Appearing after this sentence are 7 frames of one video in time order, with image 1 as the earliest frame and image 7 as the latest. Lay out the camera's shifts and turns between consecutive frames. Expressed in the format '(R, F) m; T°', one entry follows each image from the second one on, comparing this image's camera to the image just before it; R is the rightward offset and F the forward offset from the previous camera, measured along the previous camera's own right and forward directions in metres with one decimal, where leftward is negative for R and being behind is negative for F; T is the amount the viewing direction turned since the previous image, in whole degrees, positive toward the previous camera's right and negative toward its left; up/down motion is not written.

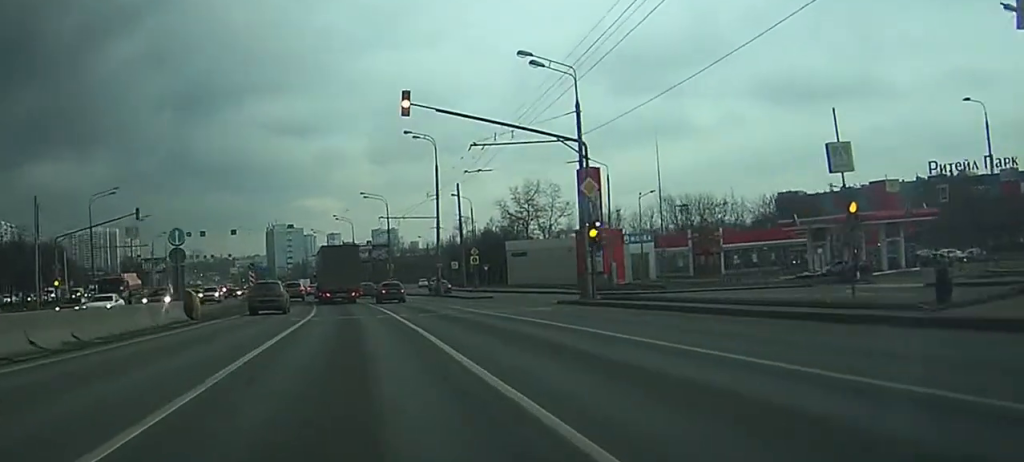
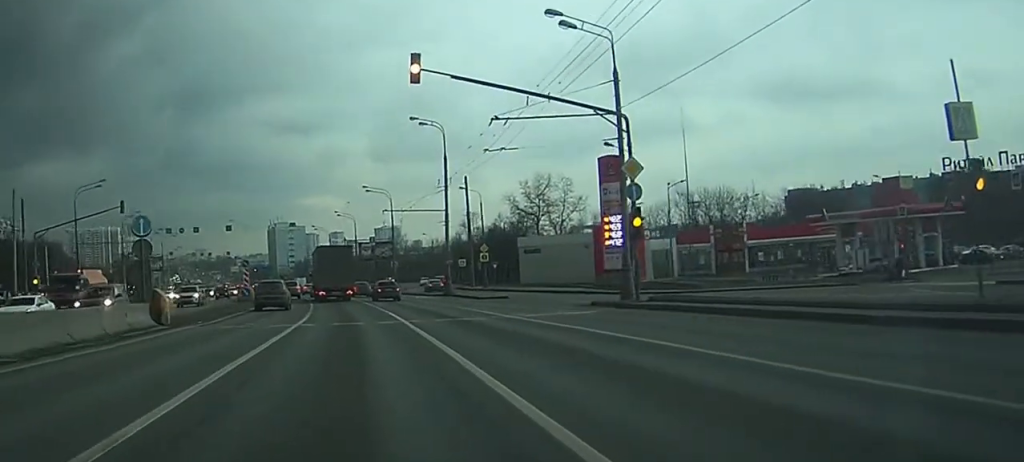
(-0.1, +6.4) m; -1°
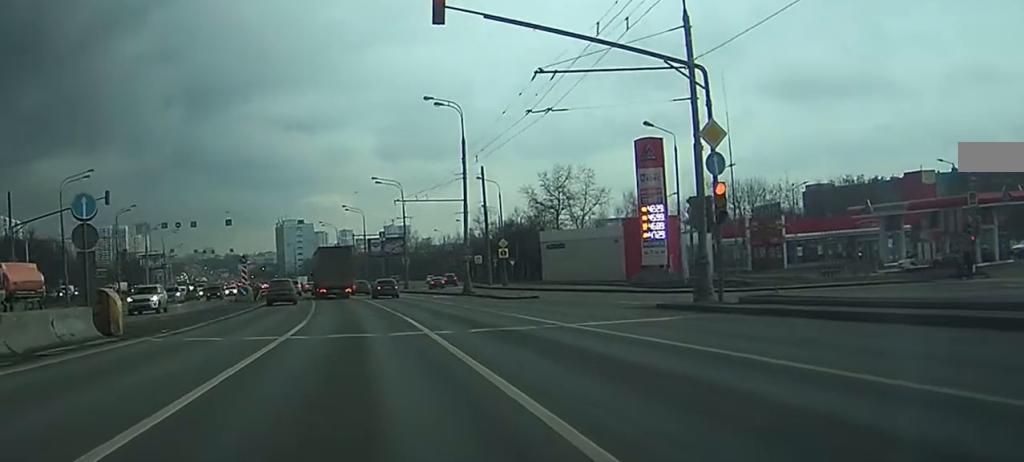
(-0.1, +7.9) m; -1°
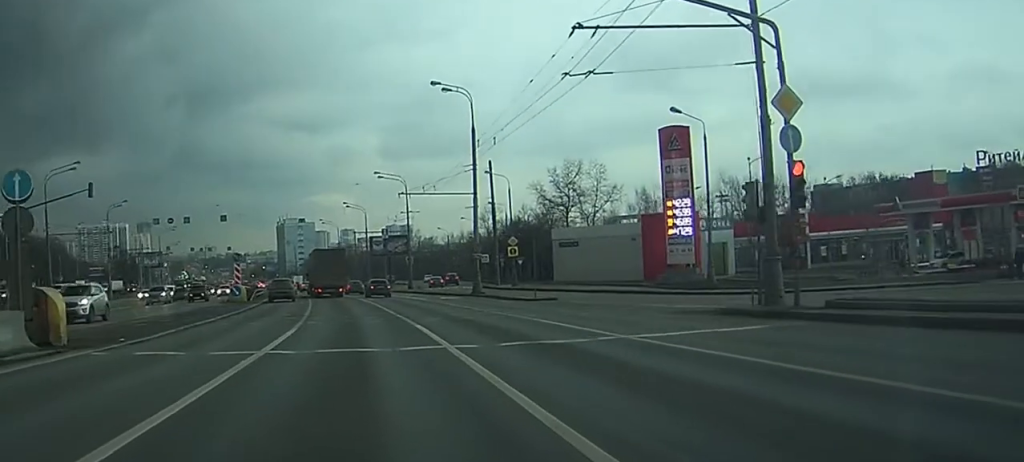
(0.0, +5.3) m; 0°
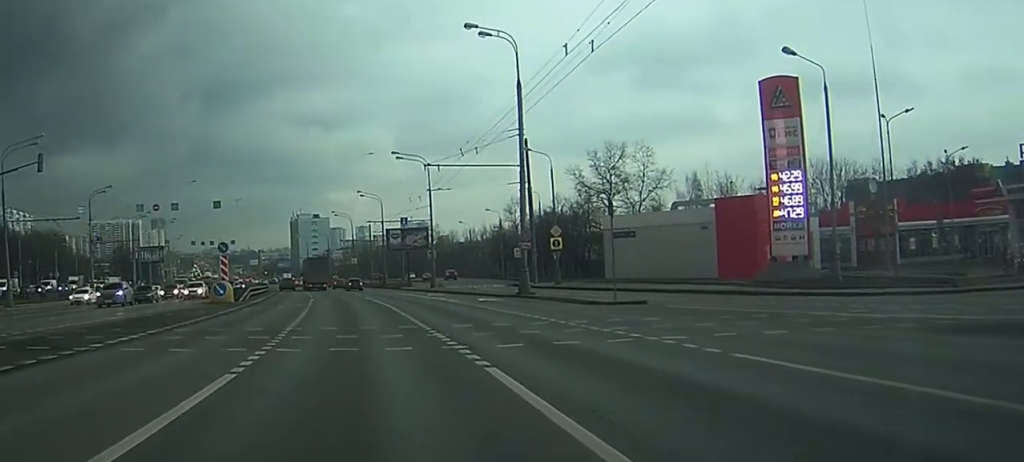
(0.0, +15.1) m; -2°
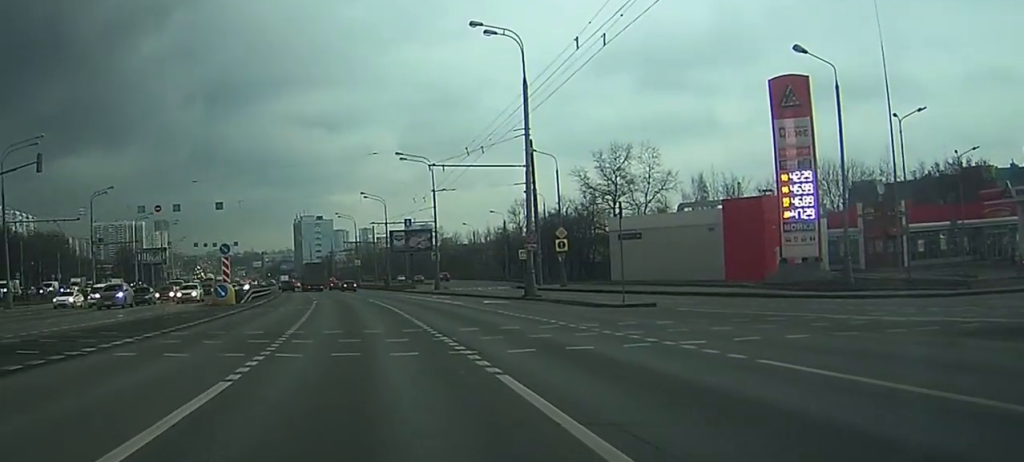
(0.0, +1.5) m; 0°
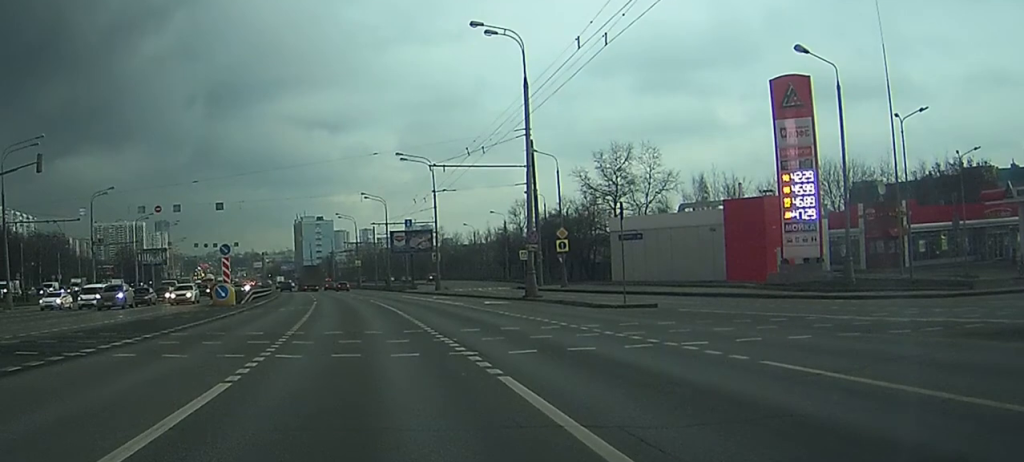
(-0.1, +0.2) m; 0°
